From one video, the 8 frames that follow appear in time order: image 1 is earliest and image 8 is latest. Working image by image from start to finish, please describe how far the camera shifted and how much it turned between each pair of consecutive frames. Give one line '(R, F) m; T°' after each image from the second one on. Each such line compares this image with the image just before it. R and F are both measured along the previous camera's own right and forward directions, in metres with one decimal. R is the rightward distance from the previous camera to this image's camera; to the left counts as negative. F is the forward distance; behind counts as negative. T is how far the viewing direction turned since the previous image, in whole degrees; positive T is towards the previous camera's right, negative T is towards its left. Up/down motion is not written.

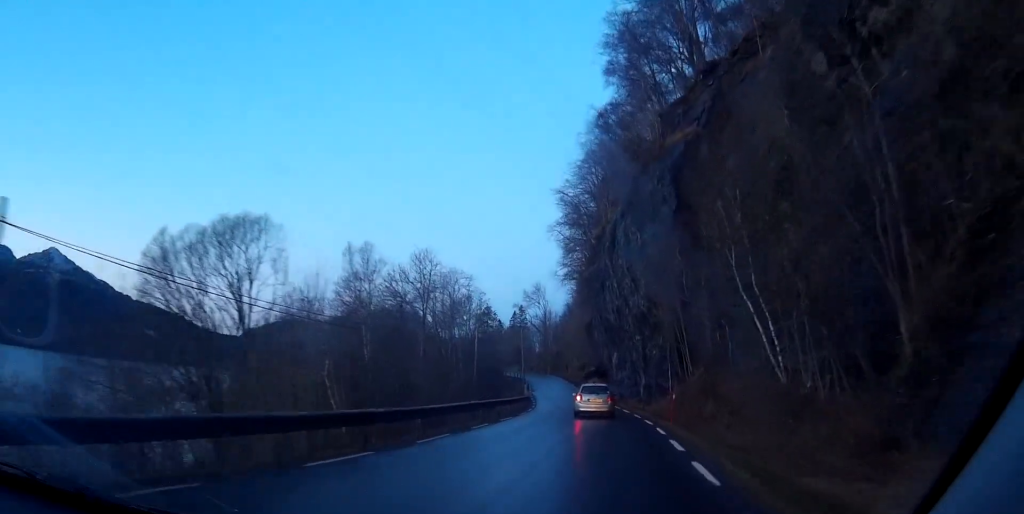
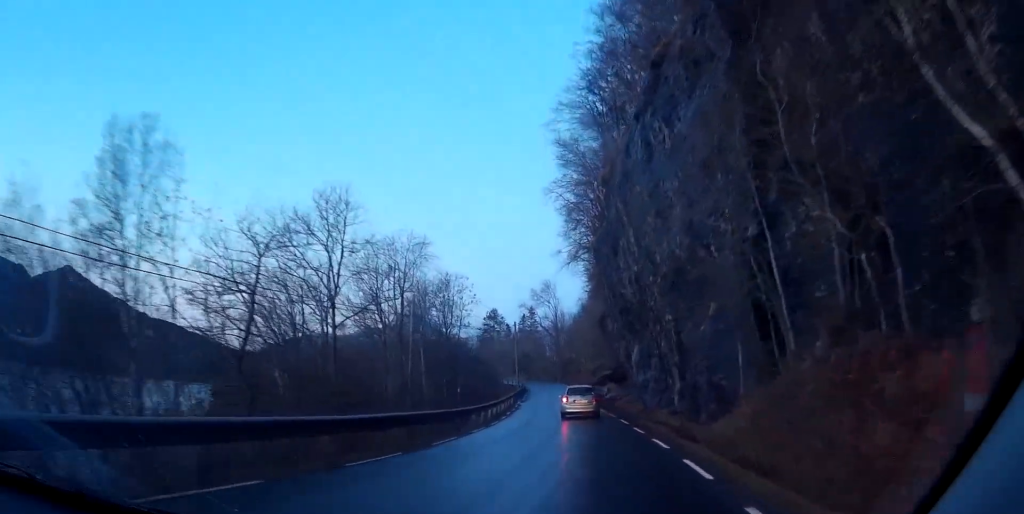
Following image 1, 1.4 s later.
(-0.3, +21.9) m; -1°
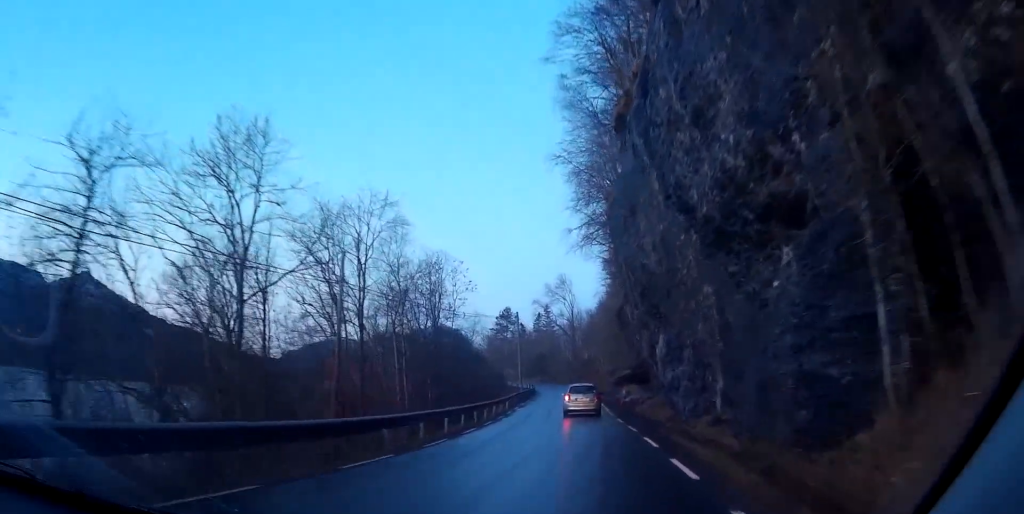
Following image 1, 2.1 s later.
(-0.1, +11.8) m; -1°
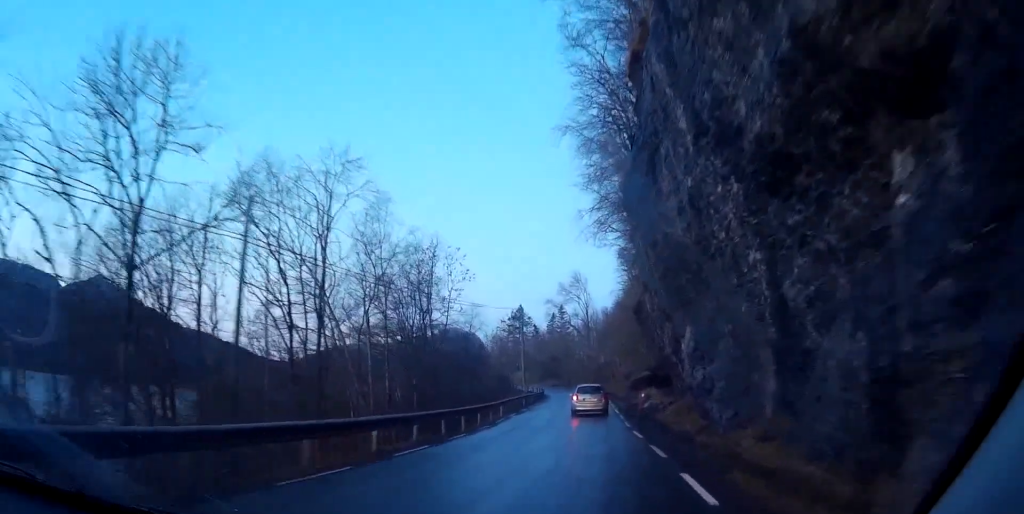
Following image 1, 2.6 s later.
(+0.1, +8.2) m; -1°
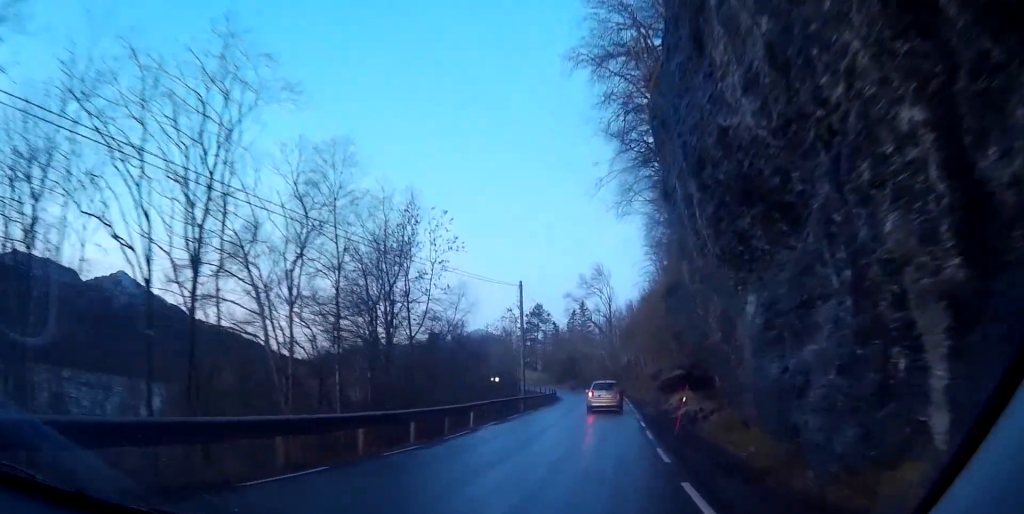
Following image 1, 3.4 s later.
(-0.3, +12.5) m; -2°
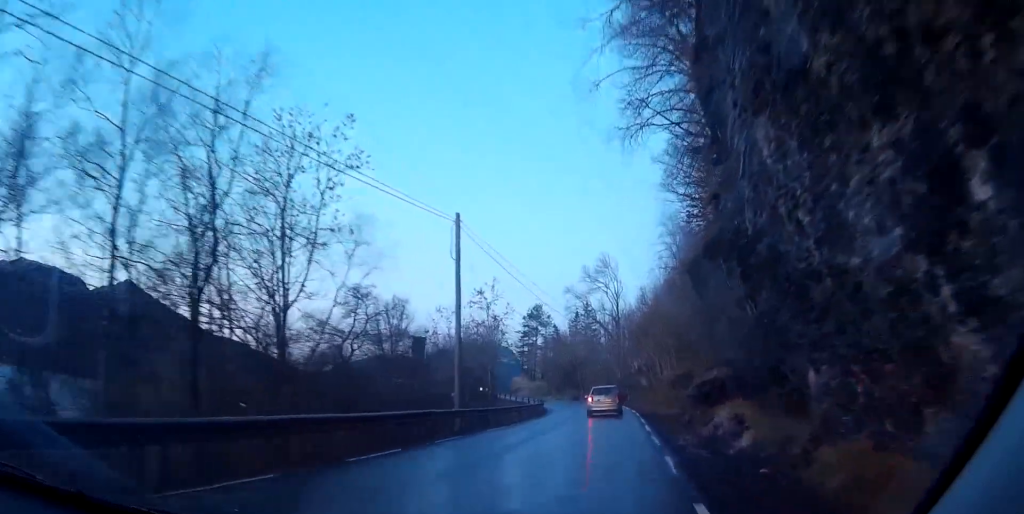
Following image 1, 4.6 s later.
(-0.5, +18.4) m; -2°
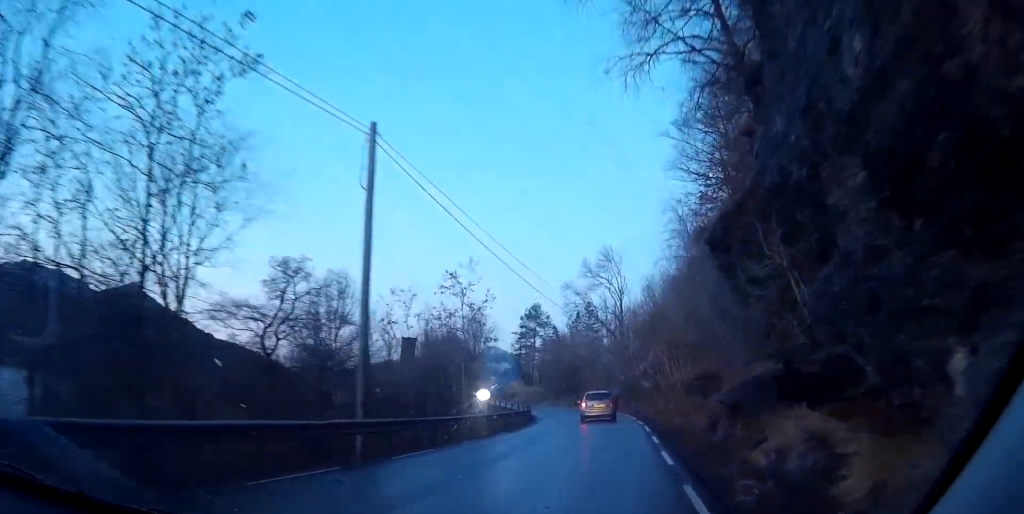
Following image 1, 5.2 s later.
(0.0, +9.5) m; -1°
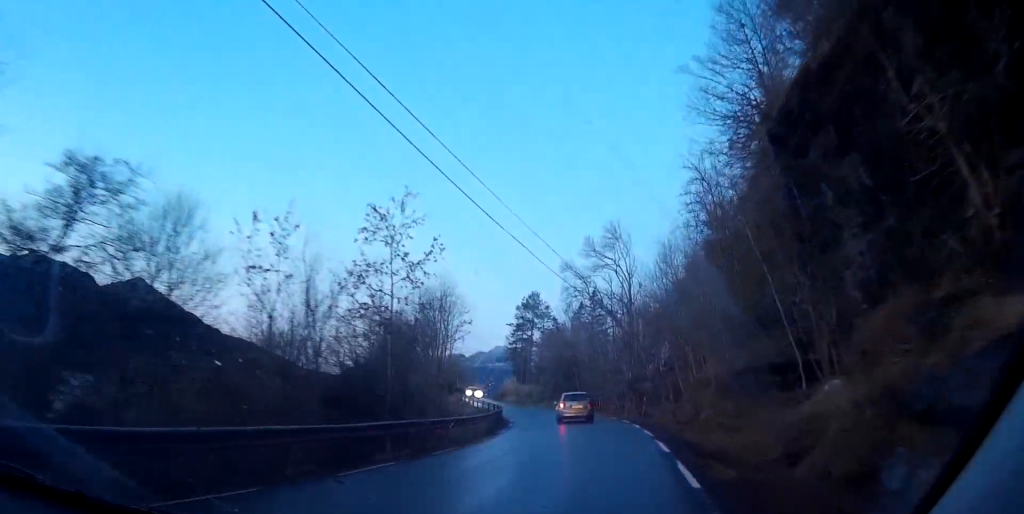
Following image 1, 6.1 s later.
(-0.1, +14.9) m; -2°
